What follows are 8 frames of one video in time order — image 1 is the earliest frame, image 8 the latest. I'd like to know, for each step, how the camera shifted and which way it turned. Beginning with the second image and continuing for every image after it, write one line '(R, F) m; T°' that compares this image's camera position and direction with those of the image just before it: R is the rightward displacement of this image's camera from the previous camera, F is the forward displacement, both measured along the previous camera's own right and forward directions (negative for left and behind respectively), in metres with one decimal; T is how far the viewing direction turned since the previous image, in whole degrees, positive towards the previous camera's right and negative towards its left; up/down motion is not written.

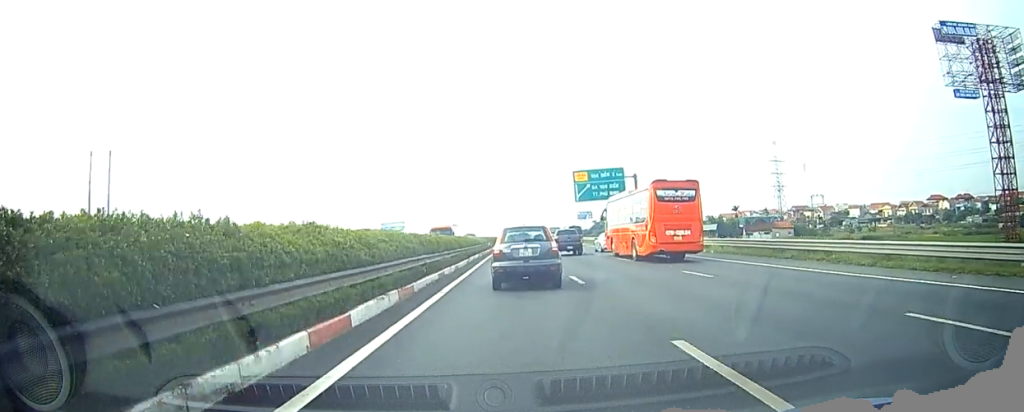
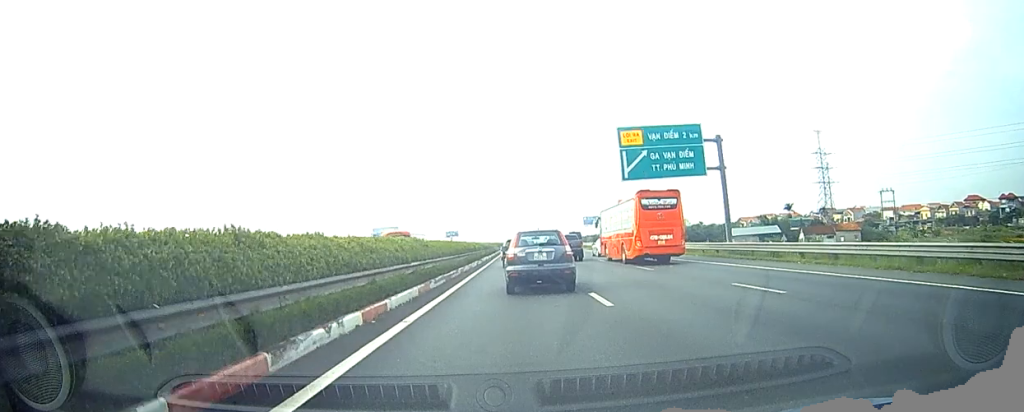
(+0.7, +30.8) m; +2°
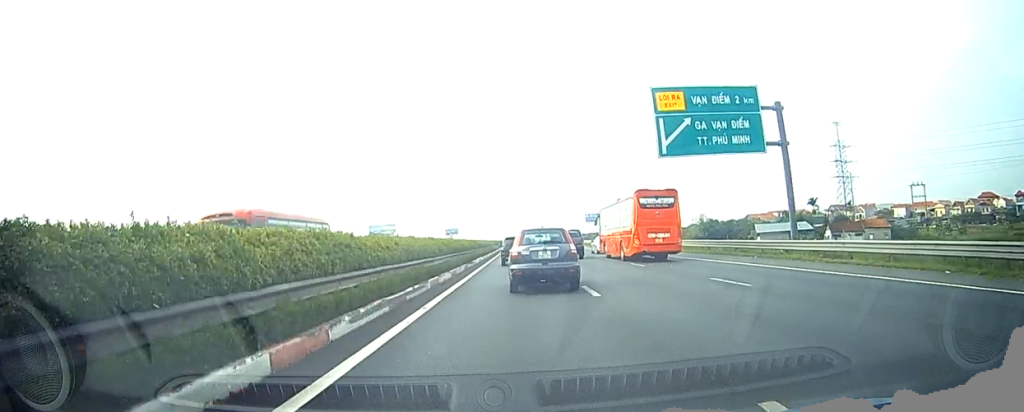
(0.0, +10.3) m; -1°
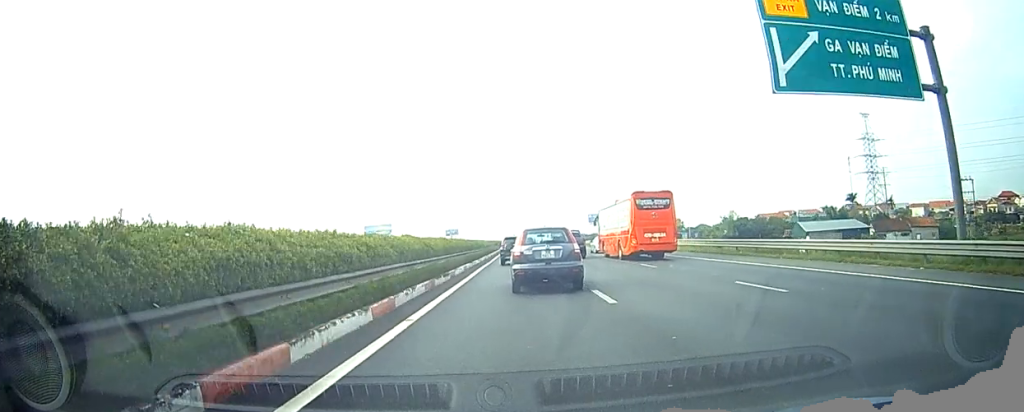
(-0.1, +13.8) m; -1°
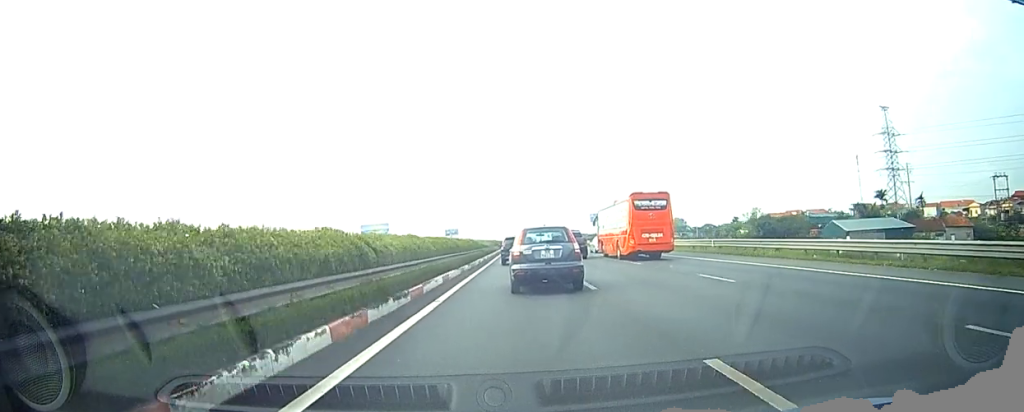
(-0.3, +8.6) m; 0°
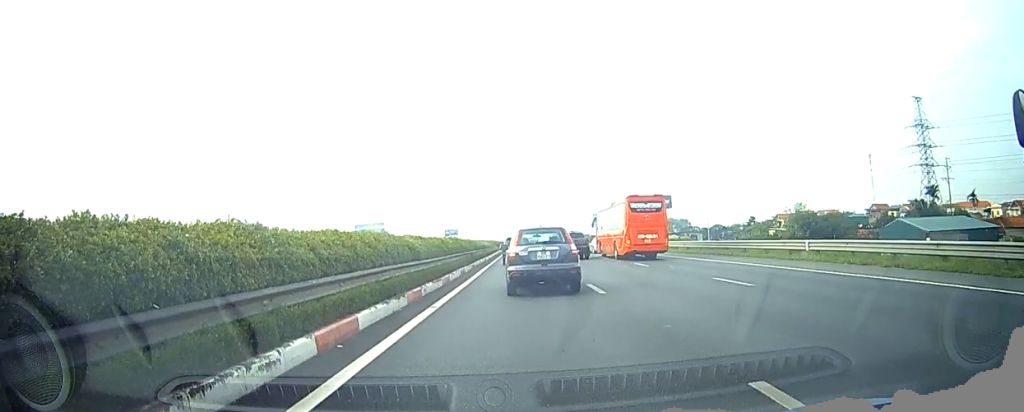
(+0.3, +13.0) m; 0°
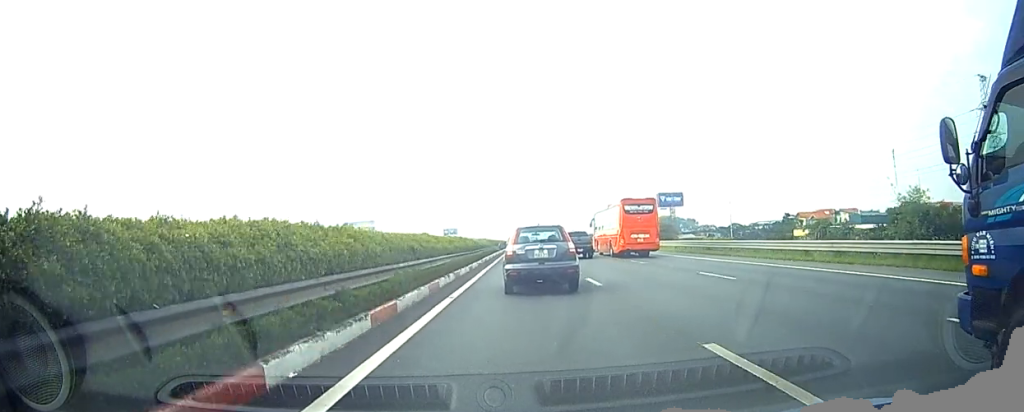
(-0.2, +23.9) m; -2°
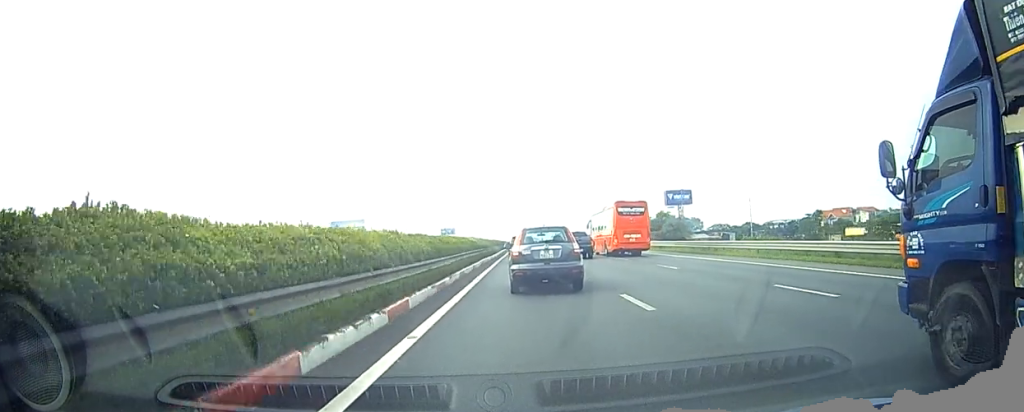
(-0.1, +19.1) m; 0°
